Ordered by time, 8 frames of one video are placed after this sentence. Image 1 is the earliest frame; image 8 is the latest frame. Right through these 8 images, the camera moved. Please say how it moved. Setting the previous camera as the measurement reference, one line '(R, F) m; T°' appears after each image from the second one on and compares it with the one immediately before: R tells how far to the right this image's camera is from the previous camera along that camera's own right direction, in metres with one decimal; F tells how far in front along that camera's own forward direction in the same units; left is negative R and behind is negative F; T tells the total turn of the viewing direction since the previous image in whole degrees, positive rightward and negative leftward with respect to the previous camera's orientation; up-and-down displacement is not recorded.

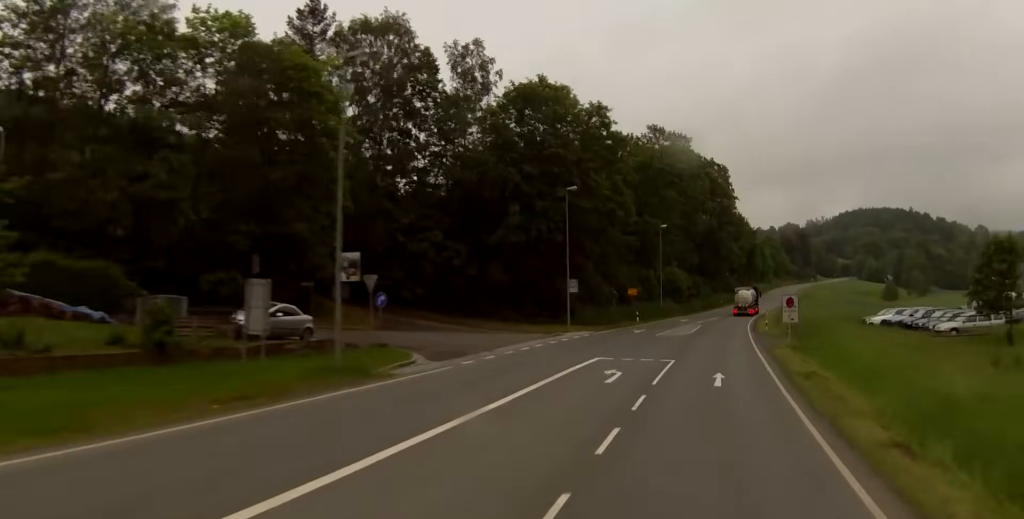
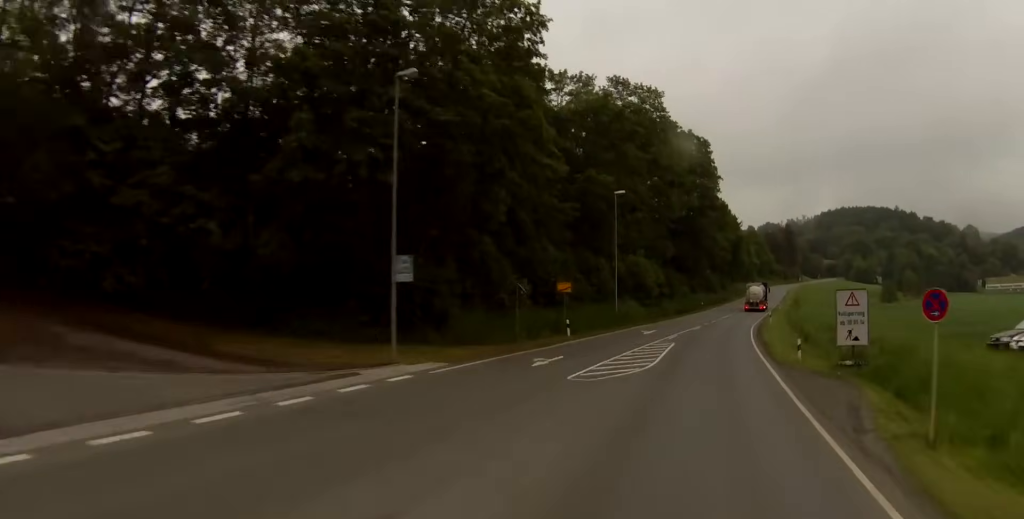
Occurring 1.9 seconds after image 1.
(-0.3, +32.0) m; 0°
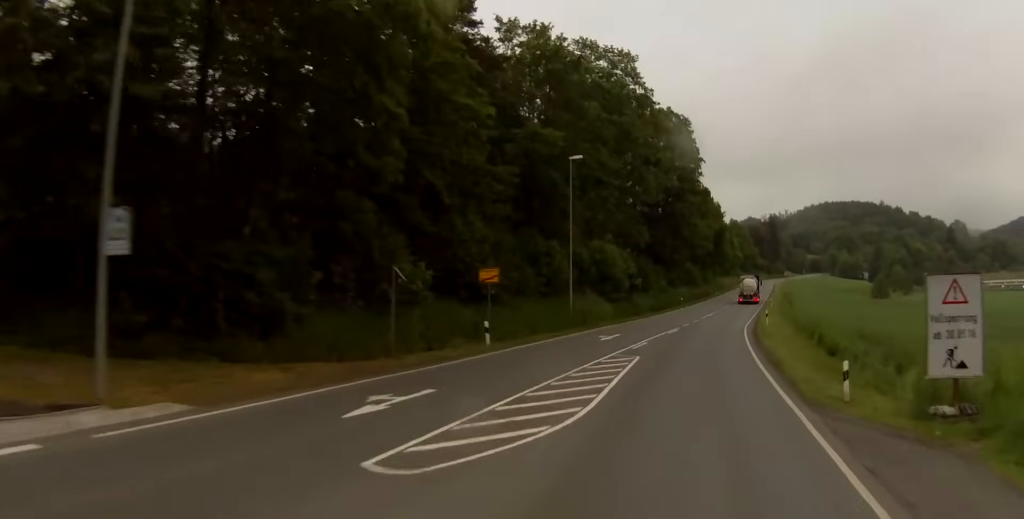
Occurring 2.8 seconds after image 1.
(+0.3, +14.8) m; +2°
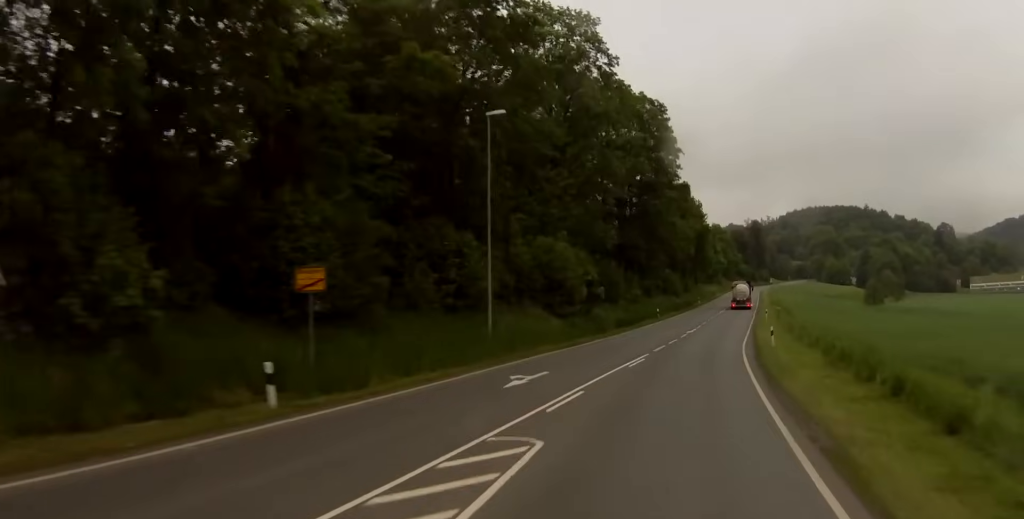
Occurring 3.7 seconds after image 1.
(+0.4, +16.6) m; +1°
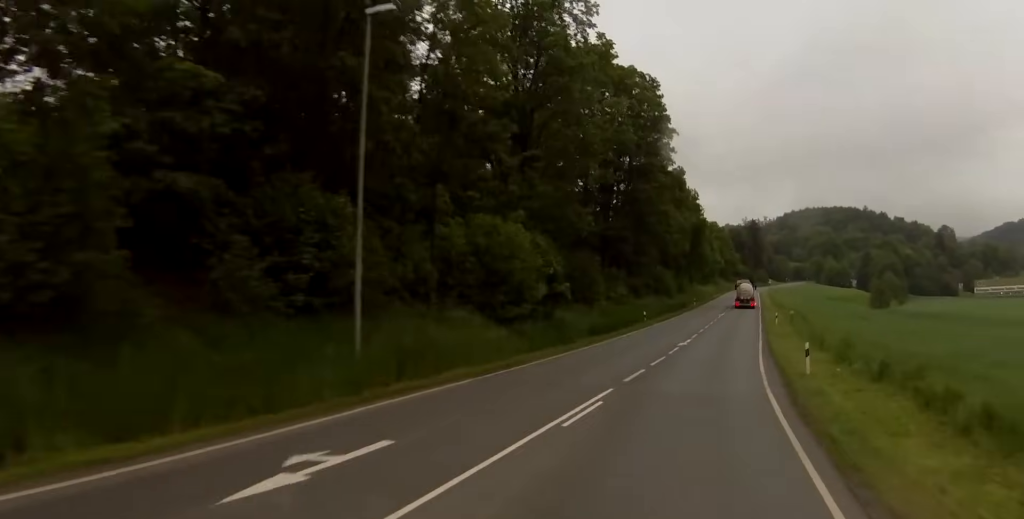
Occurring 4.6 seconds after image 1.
(-0.1, +14.4) m; 0°
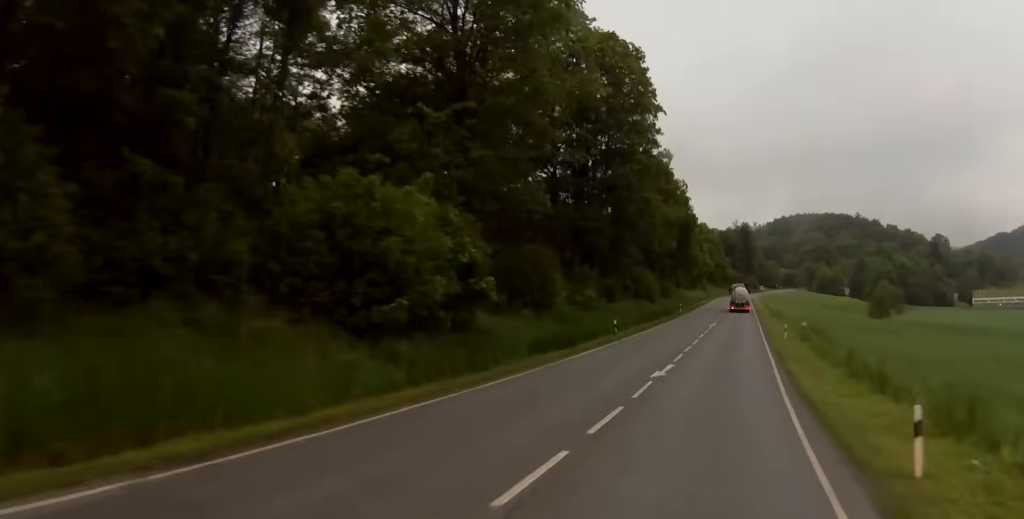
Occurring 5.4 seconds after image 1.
(+0.2, +15.0) m; +1°
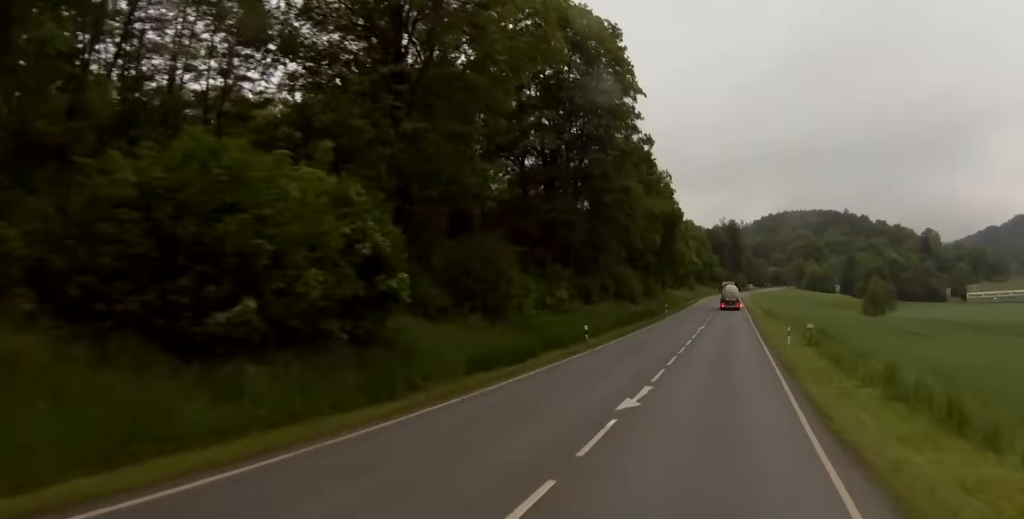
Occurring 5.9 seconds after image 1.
(0.0, +8.1) m; 0°
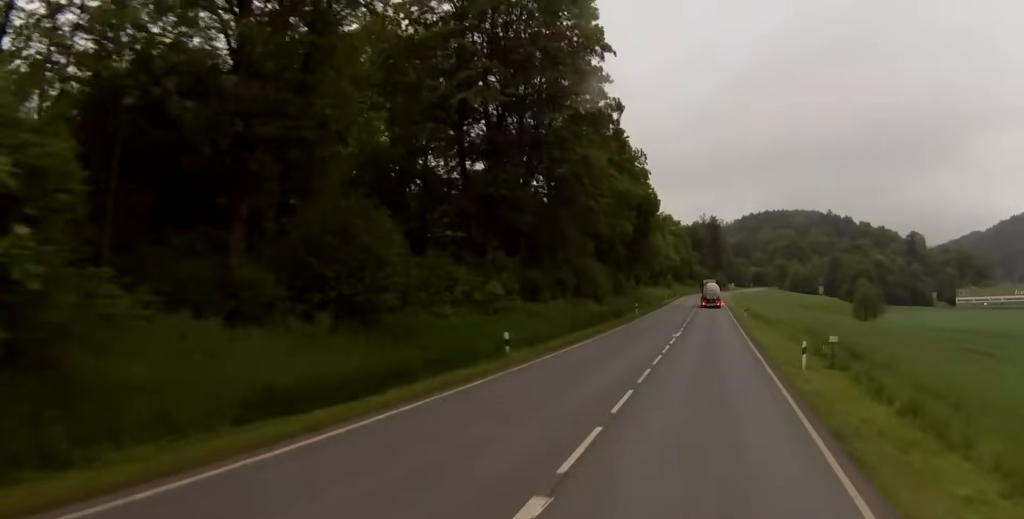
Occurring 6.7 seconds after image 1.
(+0.1, +14.0) m; +1°
